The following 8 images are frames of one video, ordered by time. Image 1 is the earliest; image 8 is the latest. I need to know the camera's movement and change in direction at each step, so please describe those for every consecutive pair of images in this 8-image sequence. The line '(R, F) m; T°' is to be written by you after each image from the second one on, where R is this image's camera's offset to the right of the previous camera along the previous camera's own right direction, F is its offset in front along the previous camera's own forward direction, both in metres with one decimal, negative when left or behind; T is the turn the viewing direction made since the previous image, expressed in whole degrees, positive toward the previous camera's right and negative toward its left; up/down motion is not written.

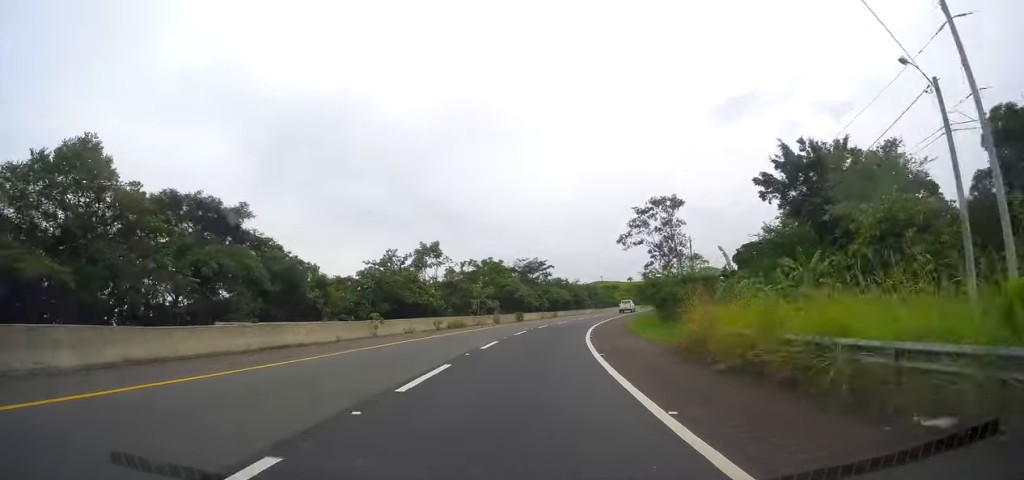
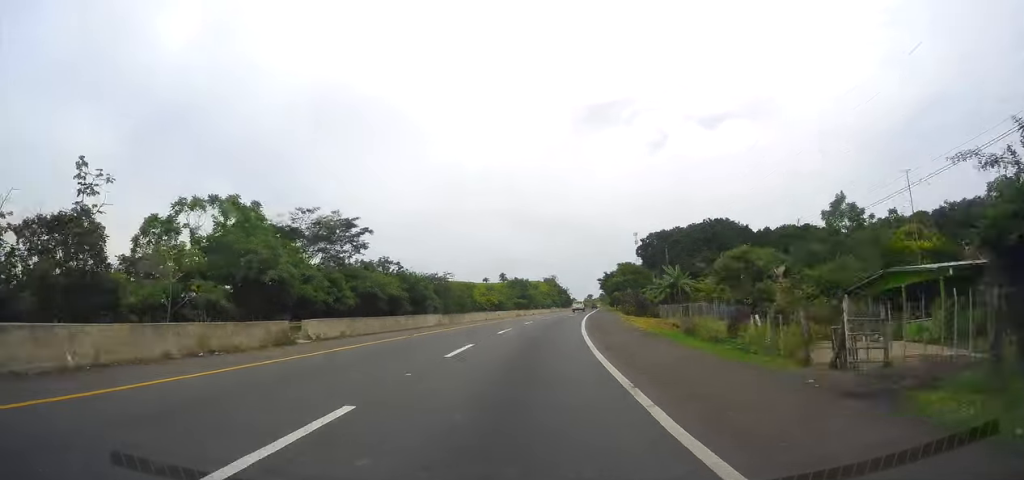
(+7.5, +58.8) m; +14°
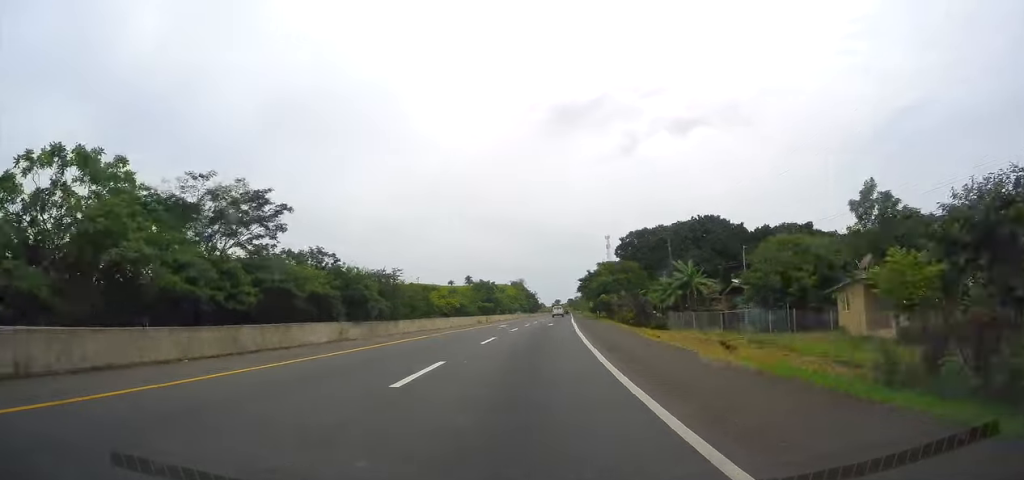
(+0.3, +16.9) m; +3°
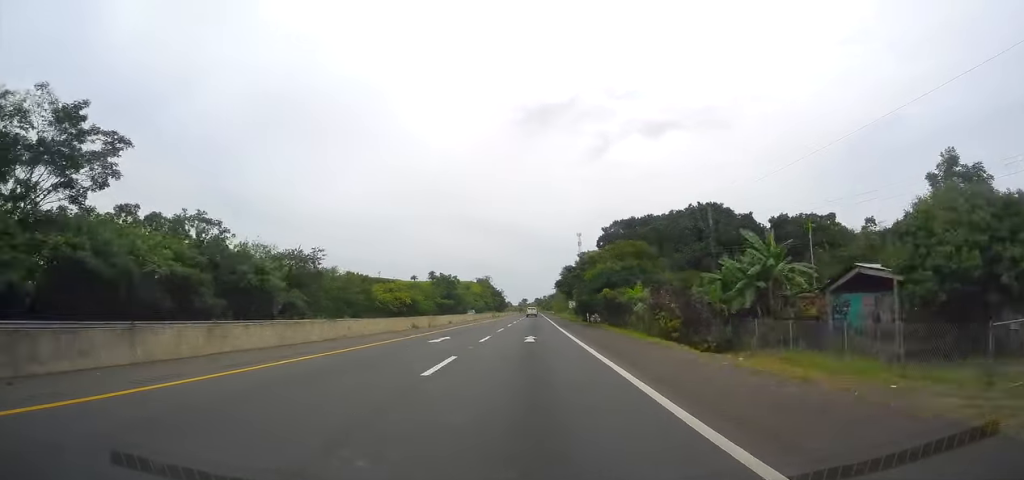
(+1.0, +22.2) m; +4°
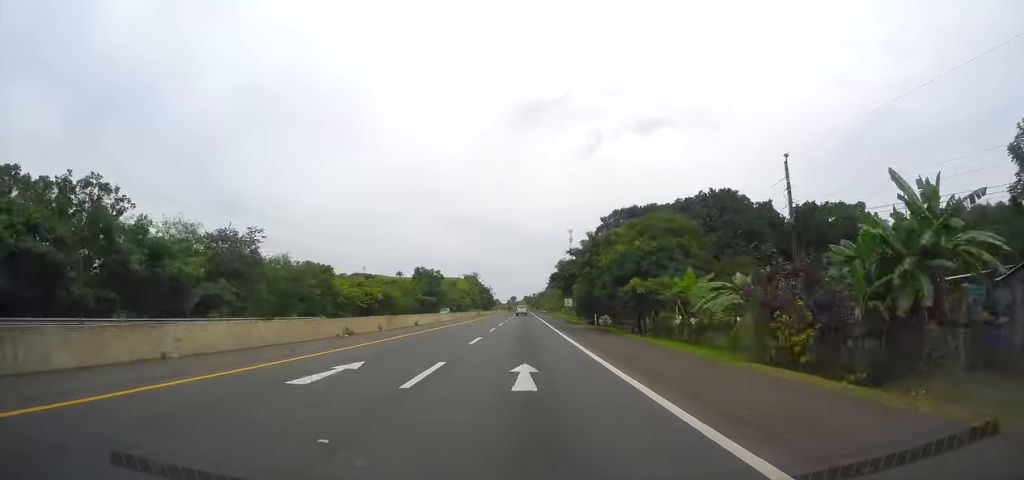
(+0.5, +13.8) m; +2°
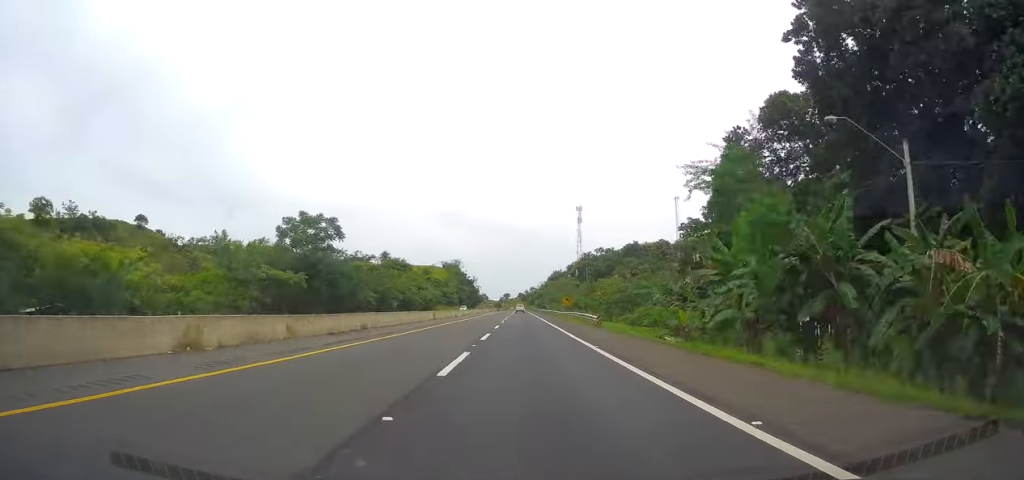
(+1.9, +90.0) m; +1°
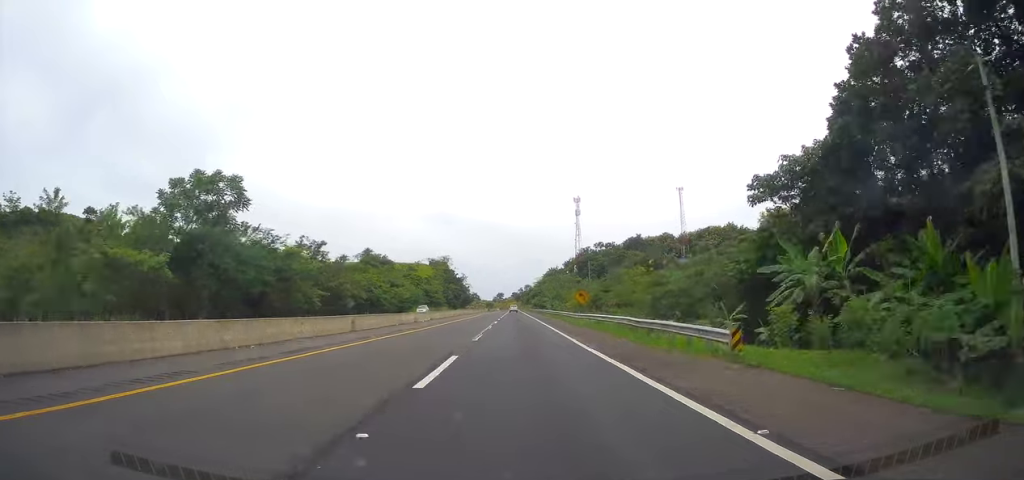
(+0.2, +24.9) m; 0°
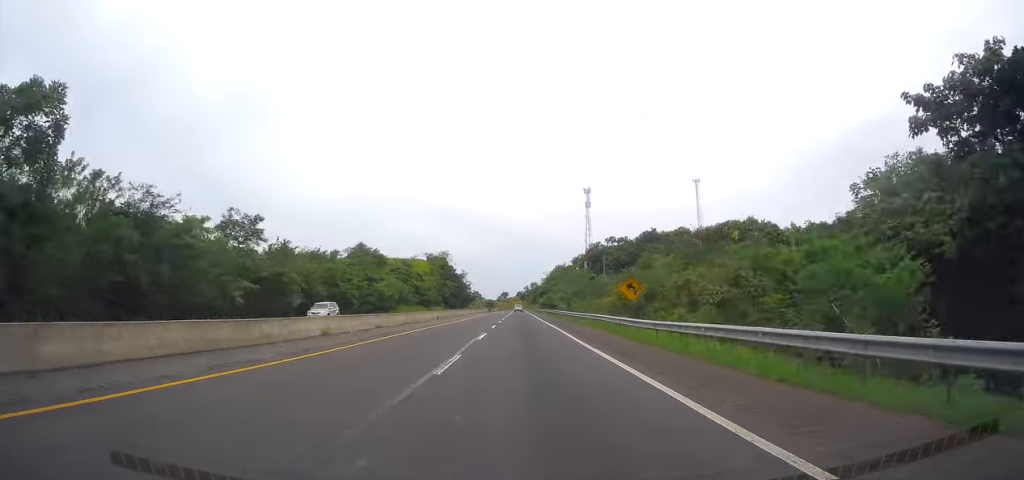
(+0.3, +23.5) m; 0°
